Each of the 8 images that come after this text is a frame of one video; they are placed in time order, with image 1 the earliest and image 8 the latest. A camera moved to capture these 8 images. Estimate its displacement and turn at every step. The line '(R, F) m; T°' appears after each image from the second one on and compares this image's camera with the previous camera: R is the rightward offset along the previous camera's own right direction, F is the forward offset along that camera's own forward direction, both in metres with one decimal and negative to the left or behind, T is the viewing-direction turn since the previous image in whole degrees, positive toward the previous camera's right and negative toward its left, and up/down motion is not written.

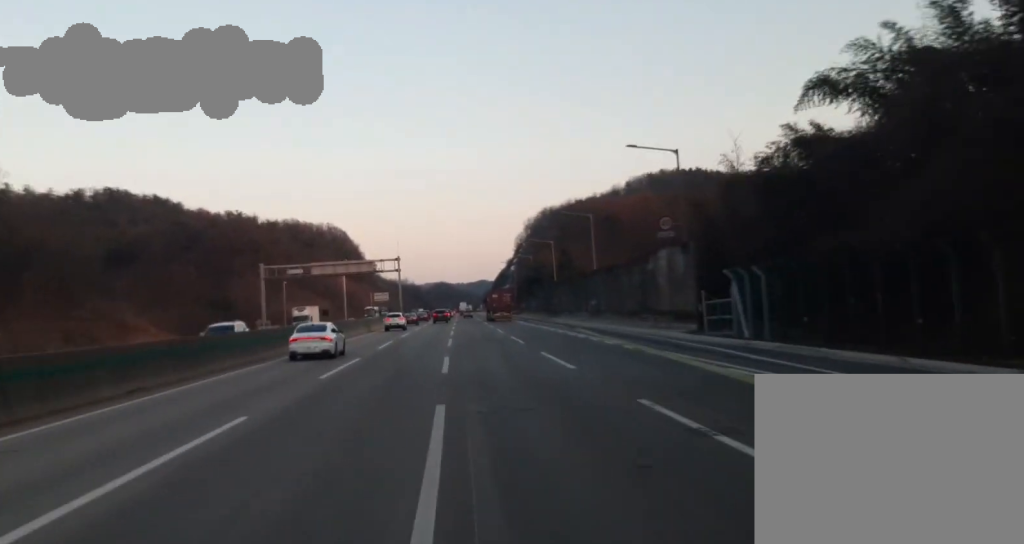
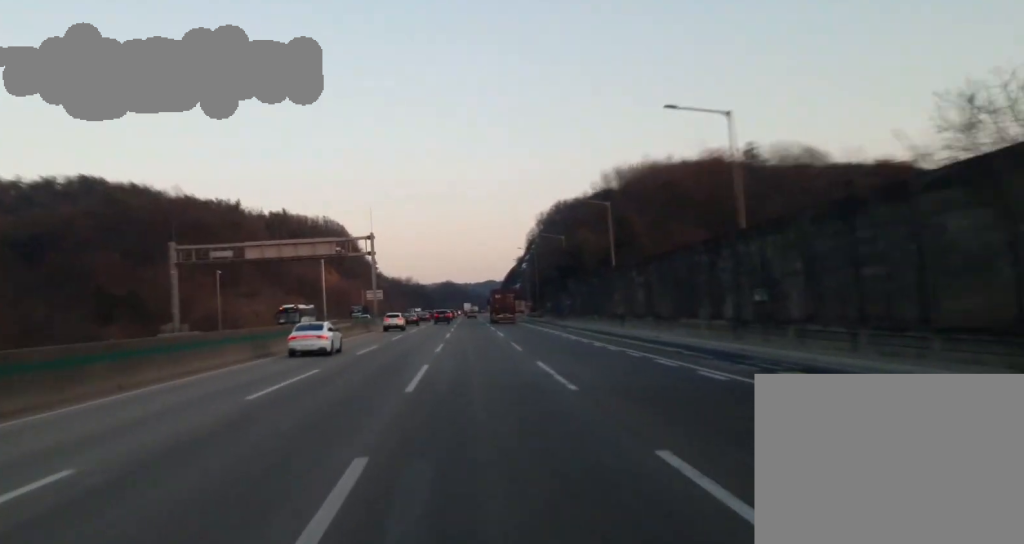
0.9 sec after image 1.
(0.0, +45.9) m; 0°
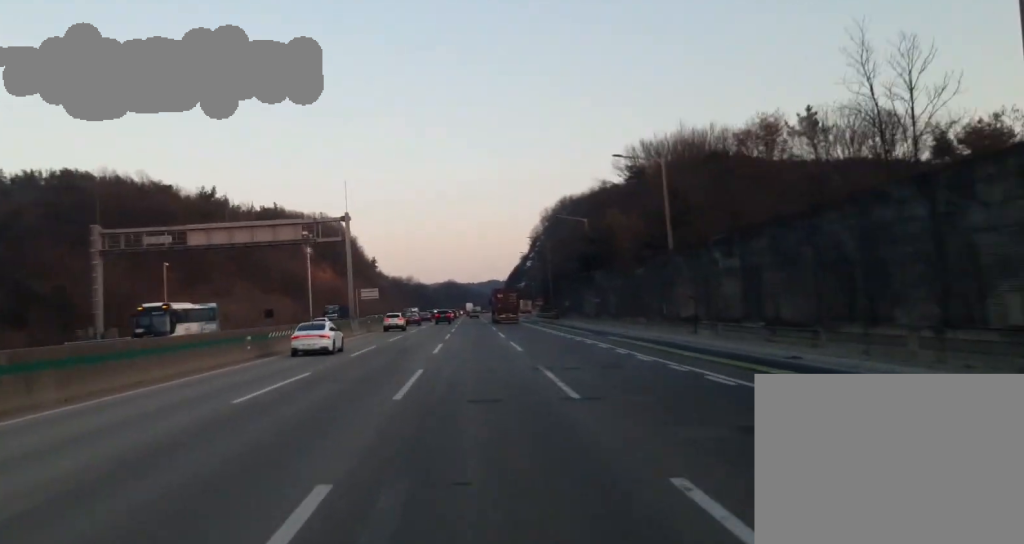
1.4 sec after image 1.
(0.0, +21.3) m; 0°
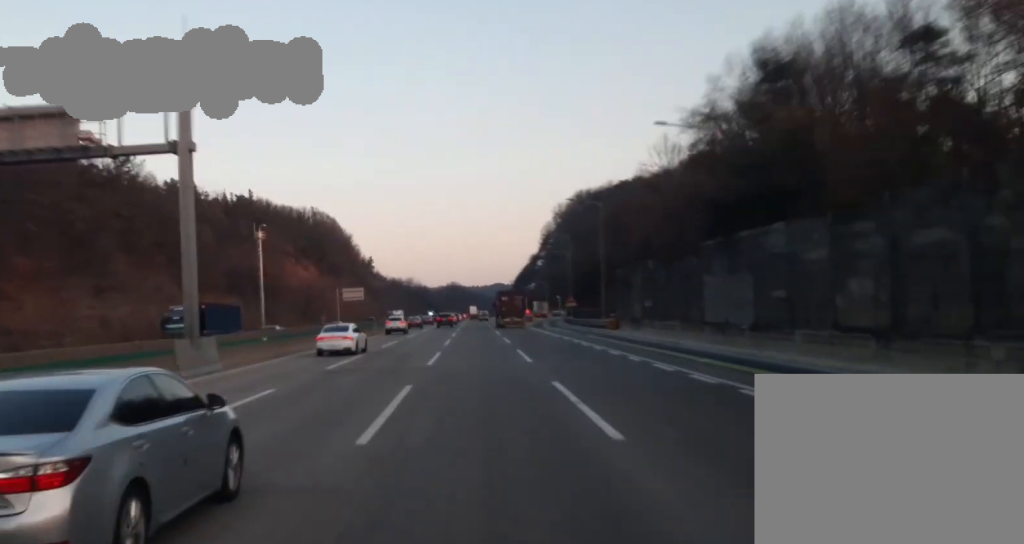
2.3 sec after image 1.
(0.0, +45.7) m; 0°
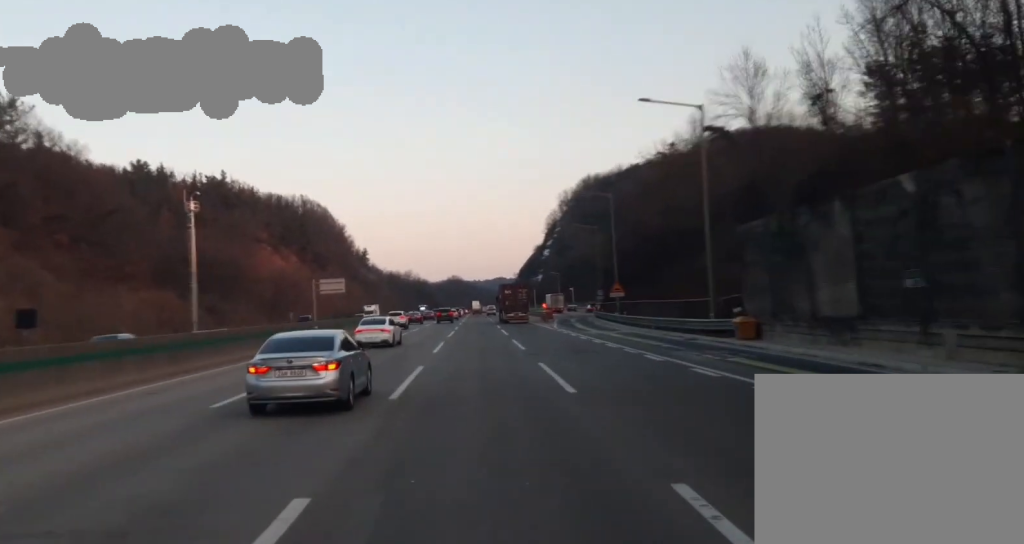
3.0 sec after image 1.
(0.0, +34.1) m; 0°
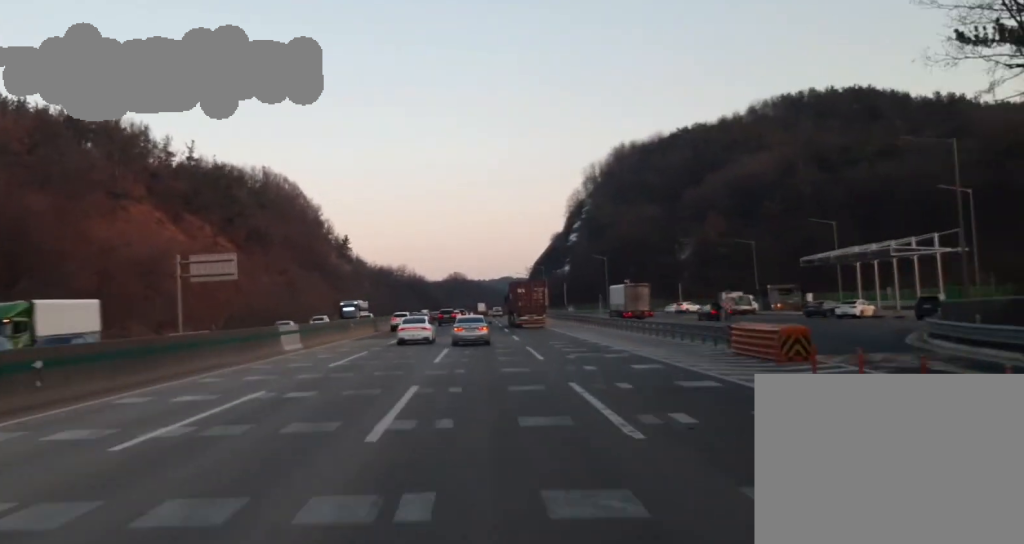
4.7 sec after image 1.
(-0.4, +84.1) m; 0°
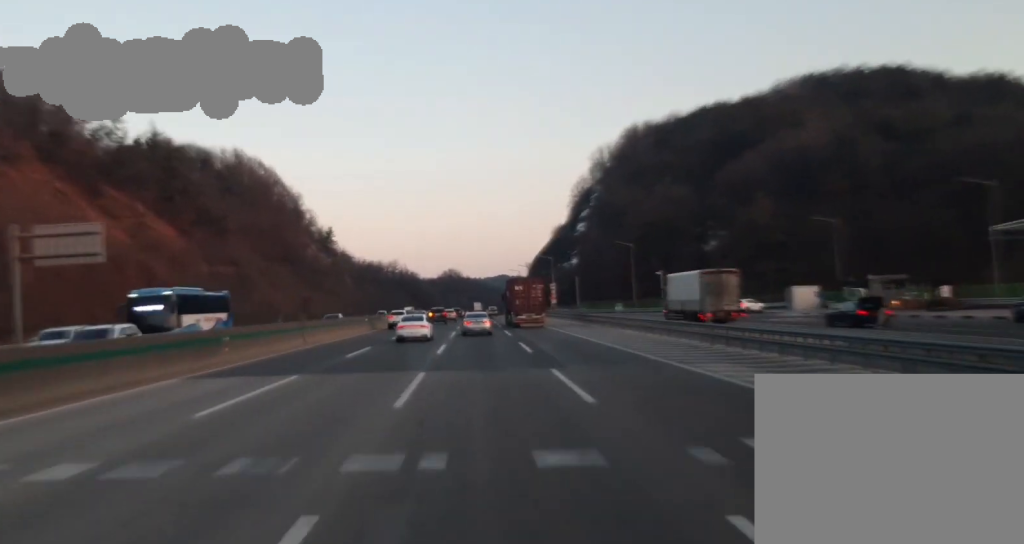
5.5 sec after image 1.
(0.0, +35.5) m; 0°
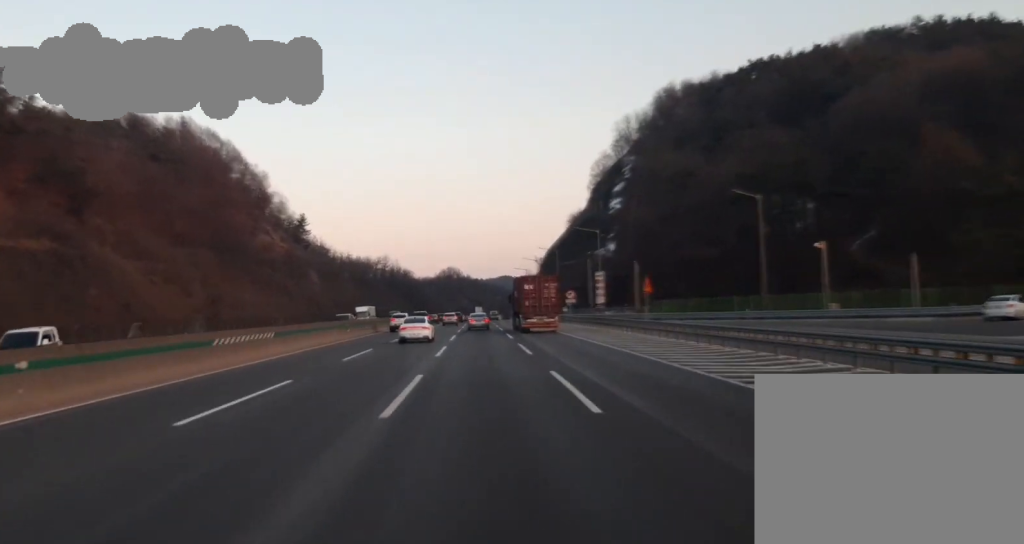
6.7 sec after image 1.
(+0.2, +61.3) m; 0°
